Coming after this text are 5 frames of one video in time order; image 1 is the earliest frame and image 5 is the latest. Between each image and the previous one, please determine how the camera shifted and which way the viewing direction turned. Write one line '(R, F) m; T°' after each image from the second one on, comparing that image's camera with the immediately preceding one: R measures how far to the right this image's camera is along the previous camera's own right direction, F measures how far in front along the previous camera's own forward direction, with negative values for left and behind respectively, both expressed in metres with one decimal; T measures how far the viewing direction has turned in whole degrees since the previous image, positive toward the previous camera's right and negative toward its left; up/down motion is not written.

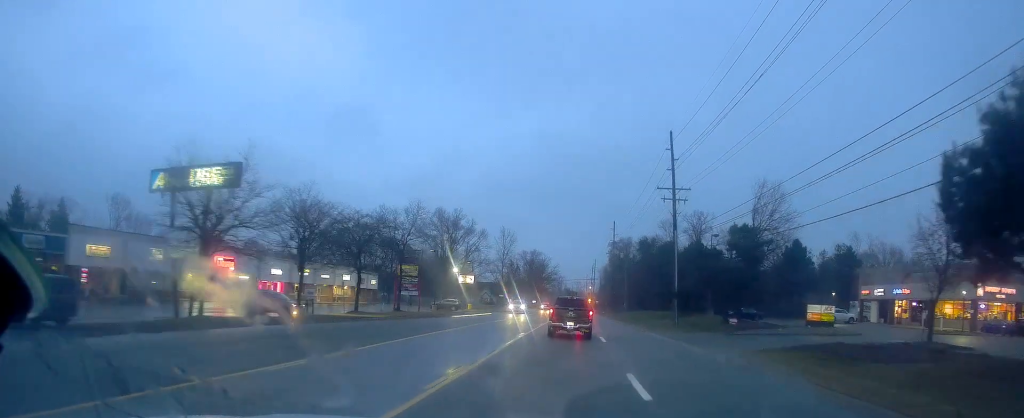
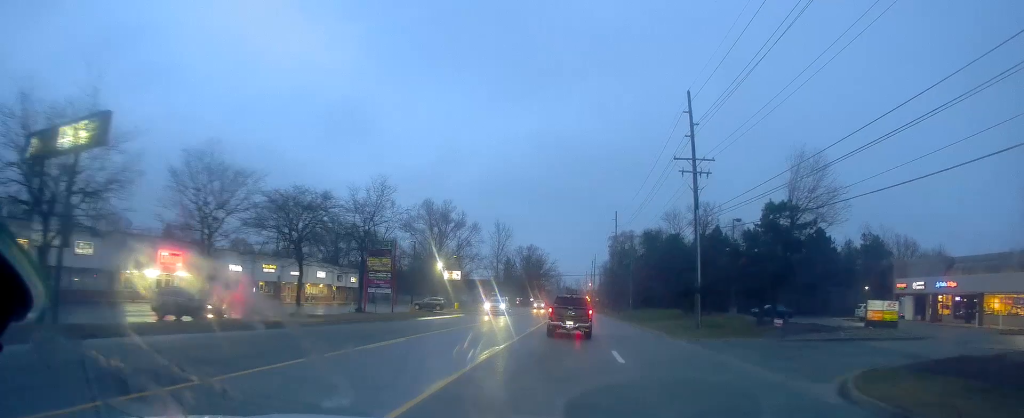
(+0.5, +9.9) m; +1°
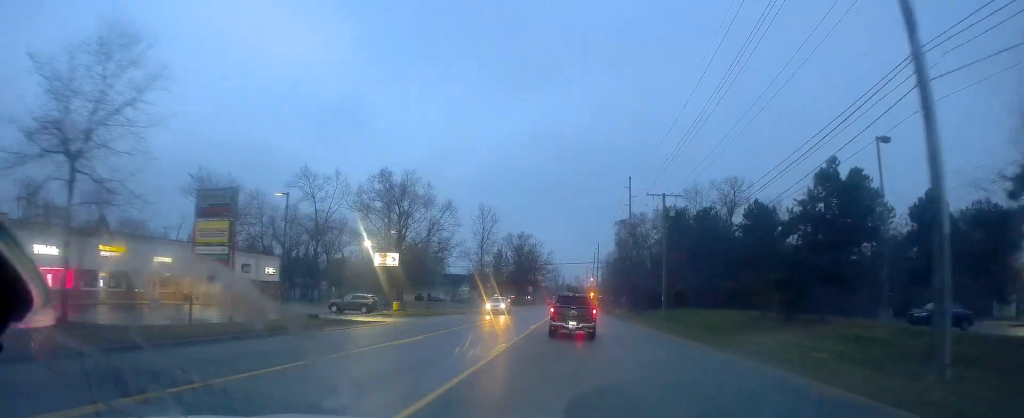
(+0.1, +29.5) m; 0°
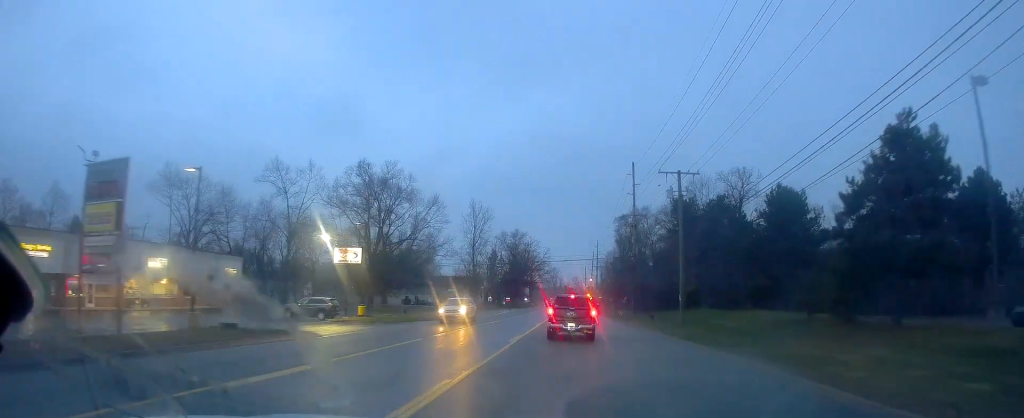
(+0.2, +9.1) m; -1°
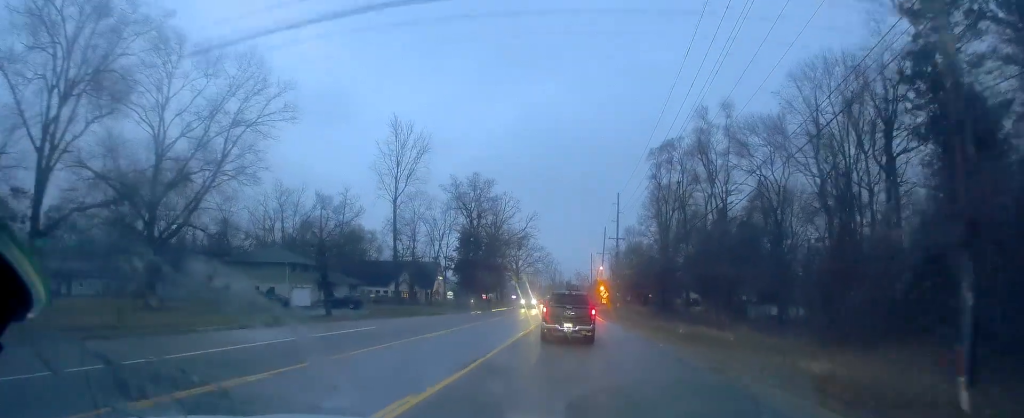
(+1.1, +64.8) m; +2°
